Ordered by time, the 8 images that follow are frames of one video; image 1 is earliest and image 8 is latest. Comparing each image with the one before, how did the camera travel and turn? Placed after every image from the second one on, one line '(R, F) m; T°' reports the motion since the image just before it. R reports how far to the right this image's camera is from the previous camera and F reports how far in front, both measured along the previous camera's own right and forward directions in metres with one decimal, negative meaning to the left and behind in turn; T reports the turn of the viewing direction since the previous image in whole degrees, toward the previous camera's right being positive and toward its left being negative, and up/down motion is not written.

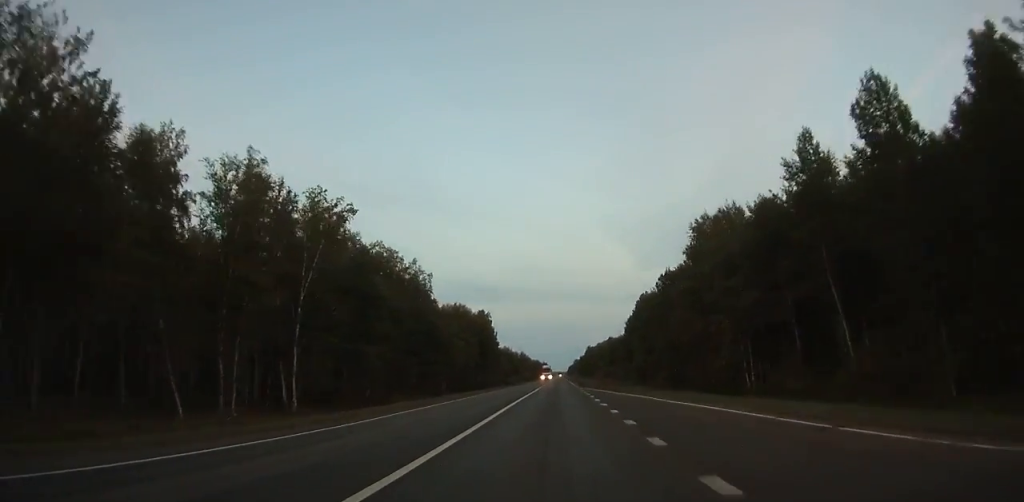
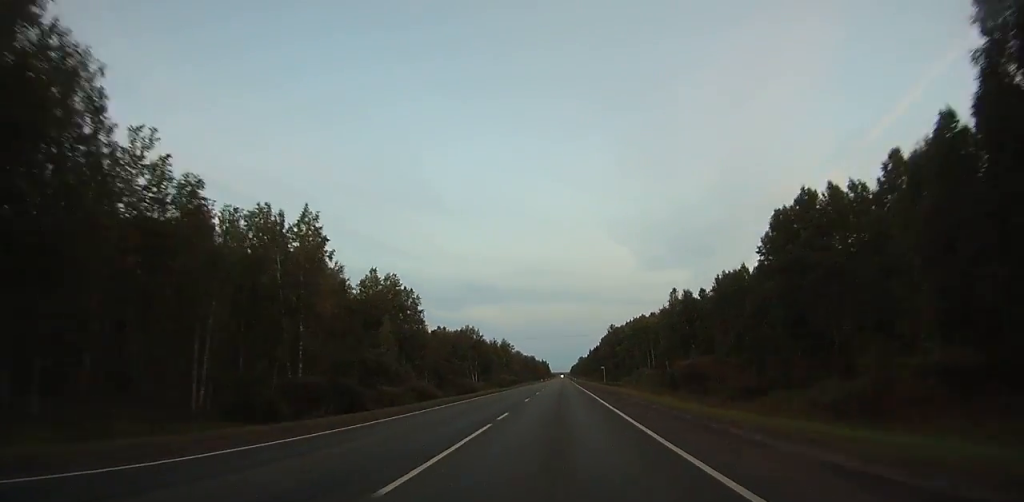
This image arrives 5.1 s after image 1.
(+0.2, +145.9) m; 0°
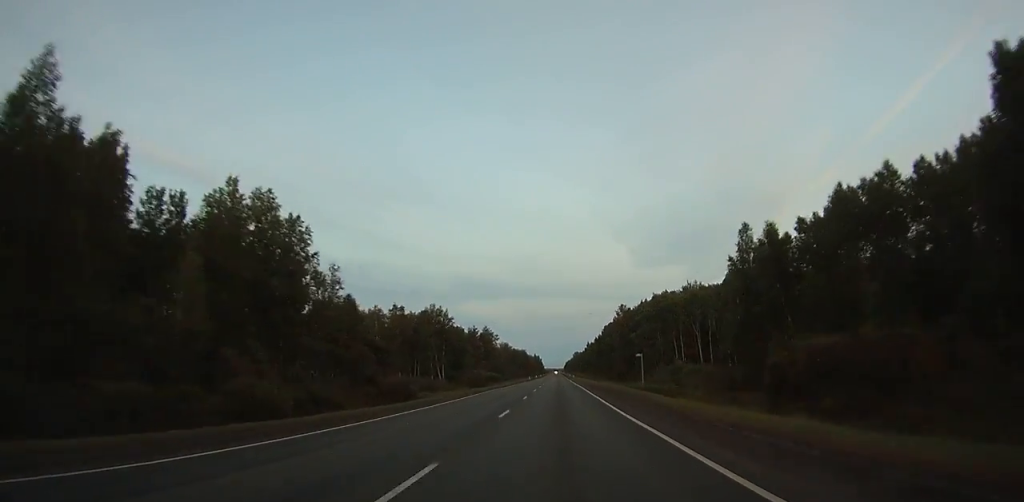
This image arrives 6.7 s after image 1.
(0.0, +46.3) m; 0°
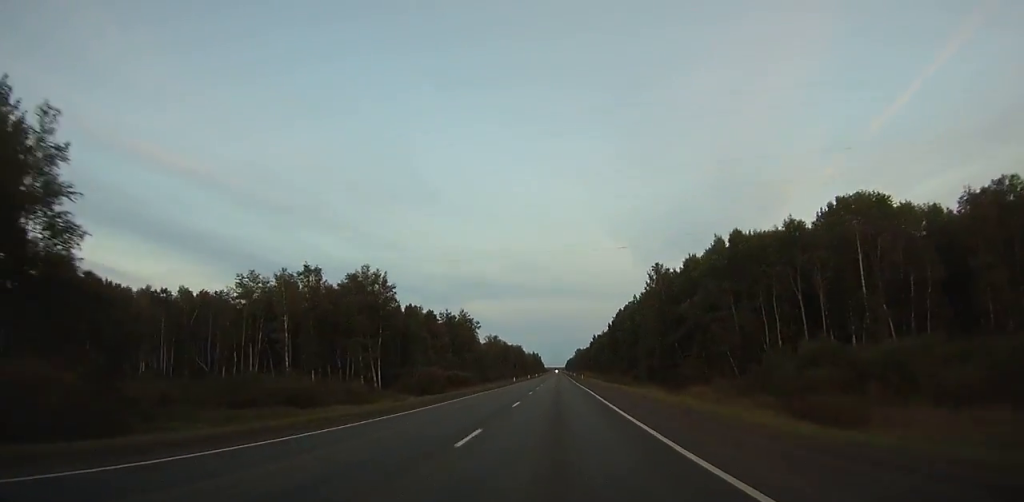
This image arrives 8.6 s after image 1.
(+0.5, +55.7) m; 0°
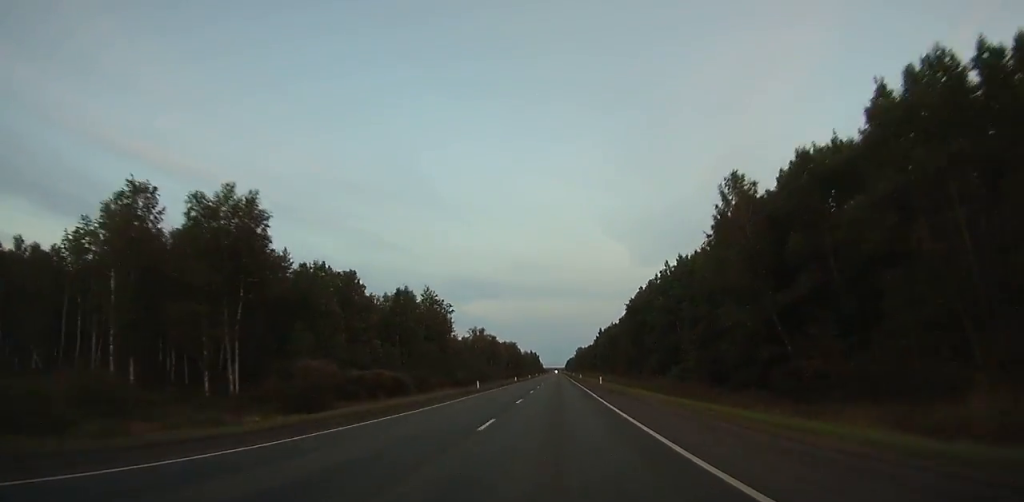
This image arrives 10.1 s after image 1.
(0.0, +44.4) m; 0°
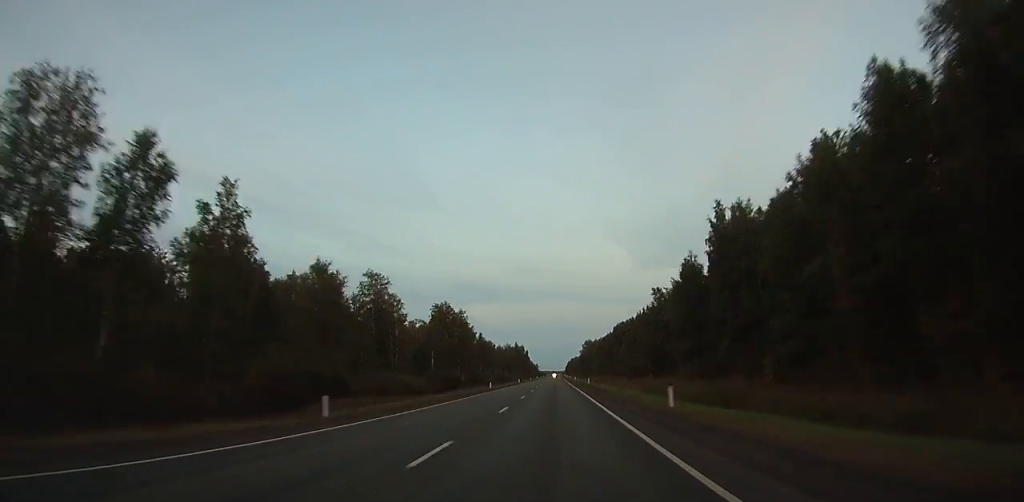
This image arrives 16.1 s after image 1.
(-0.9, +181.8) m; 0°
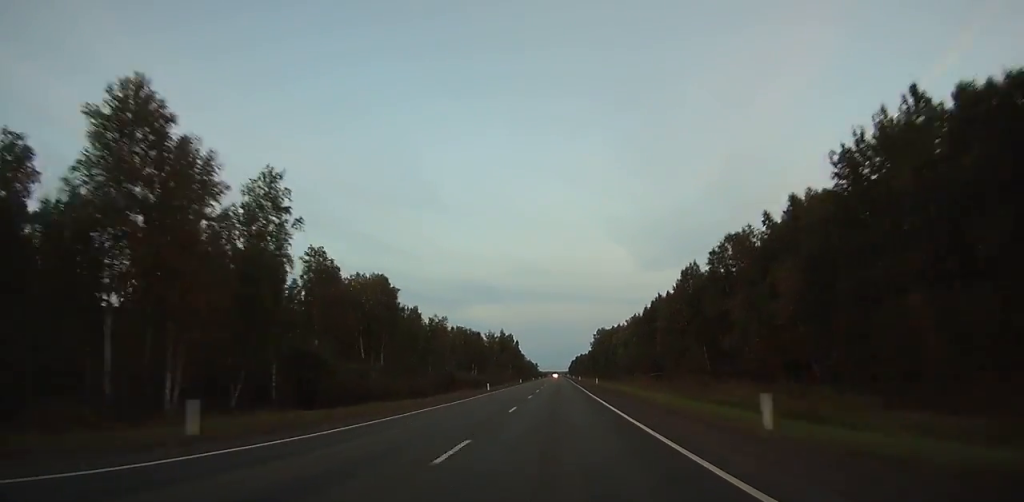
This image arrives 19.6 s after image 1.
(-0.3, +107.5) m; 0°
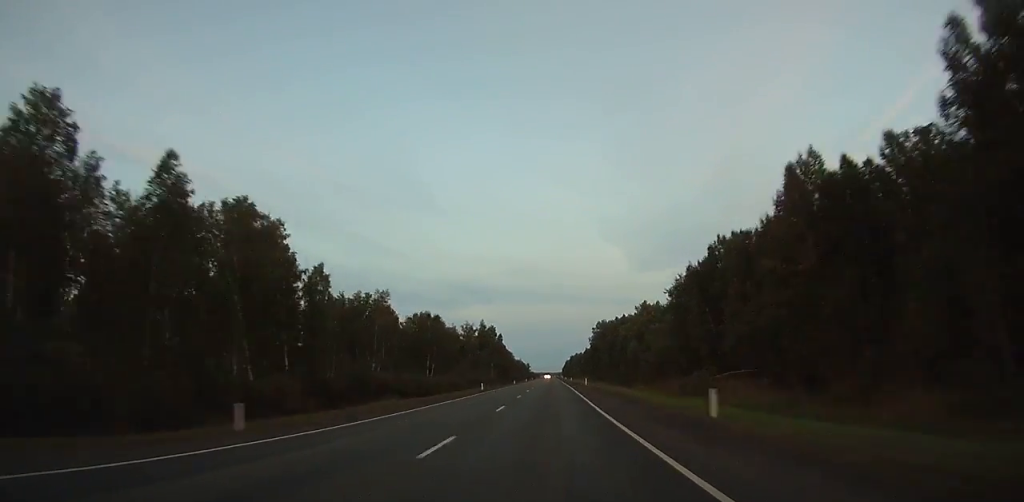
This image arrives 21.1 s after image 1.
(-0.2, +46.0) m; 0°
